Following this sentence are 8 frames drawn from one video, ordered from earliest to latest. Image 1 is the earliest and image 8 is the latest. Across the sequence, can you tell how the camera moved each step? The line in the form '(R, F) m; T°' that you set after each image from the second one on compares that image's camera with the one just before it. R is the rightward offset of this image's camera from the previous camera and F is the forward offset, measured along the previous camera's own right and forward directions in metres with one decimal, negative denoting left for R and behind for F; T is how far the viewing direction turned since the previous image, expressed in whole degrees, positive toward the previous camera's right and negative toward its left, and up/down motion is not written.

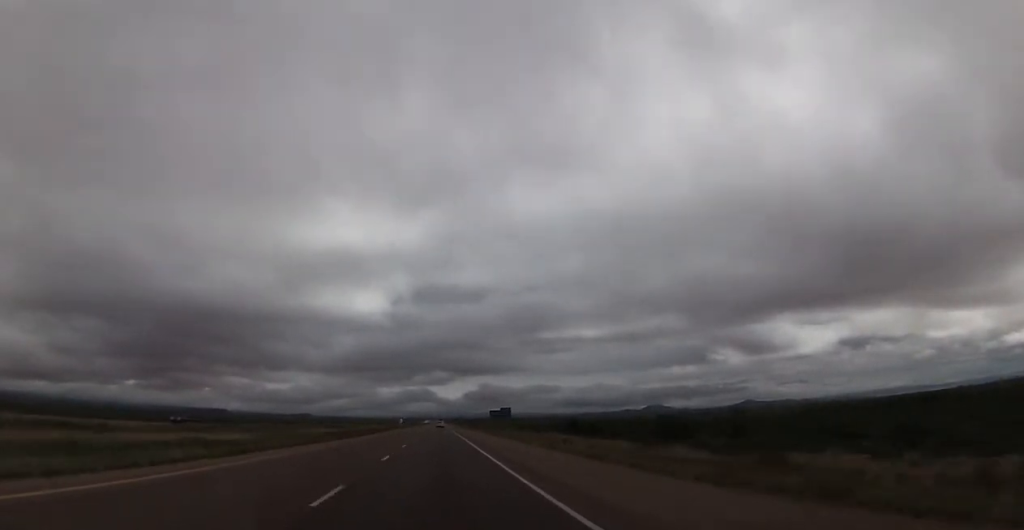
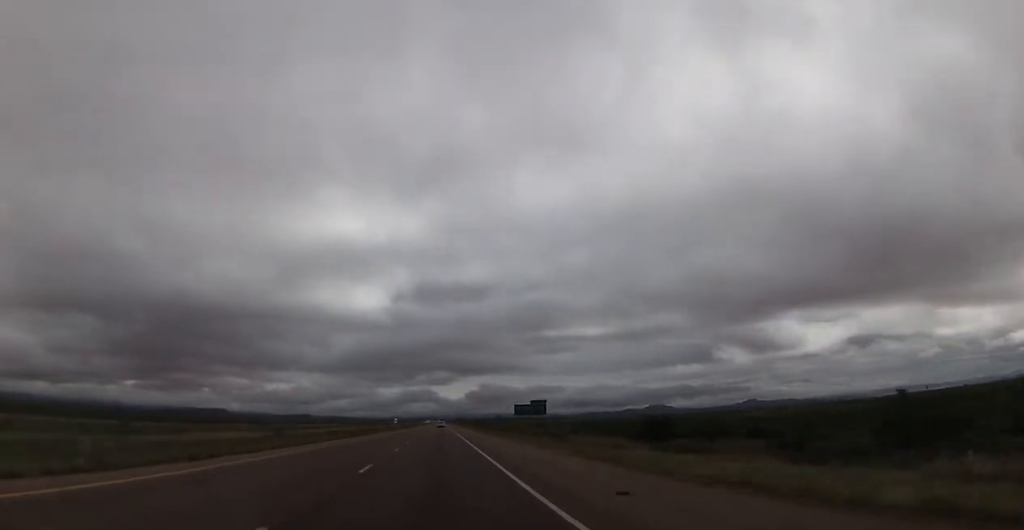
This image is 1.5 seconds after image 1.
(+0.4, +54.1) m; +1°
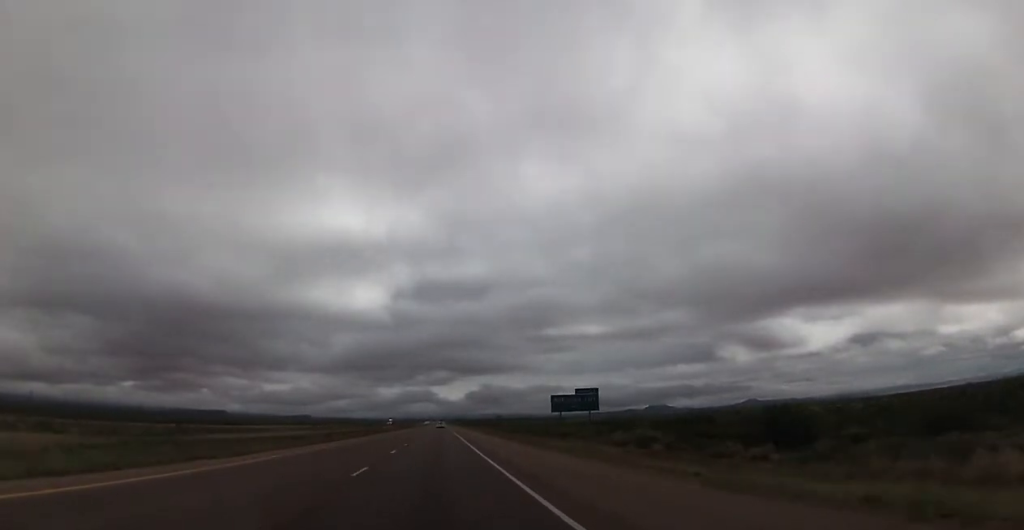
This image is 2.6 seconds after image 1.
(+0.1, +37.6) m; -1°
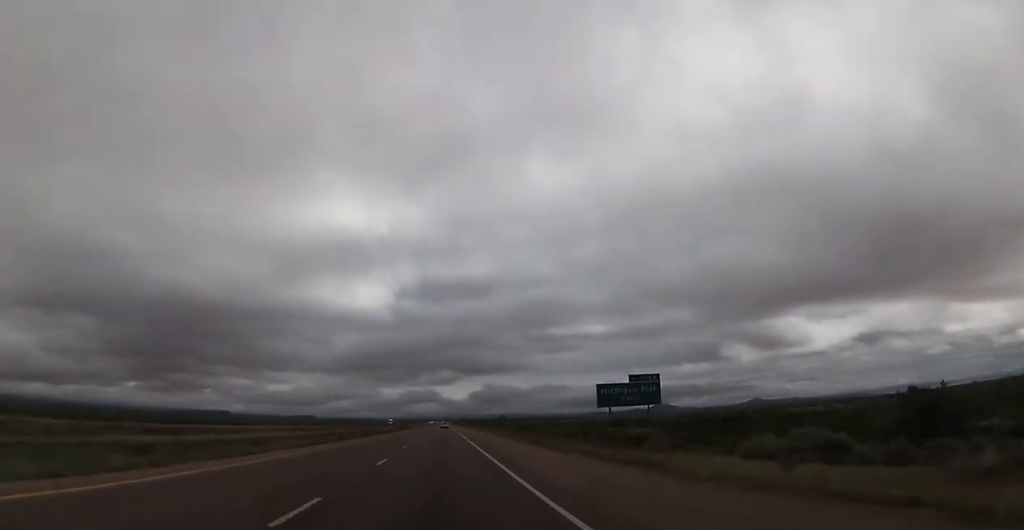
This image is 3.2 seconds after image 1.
(0.0, +20.0) m; -1°
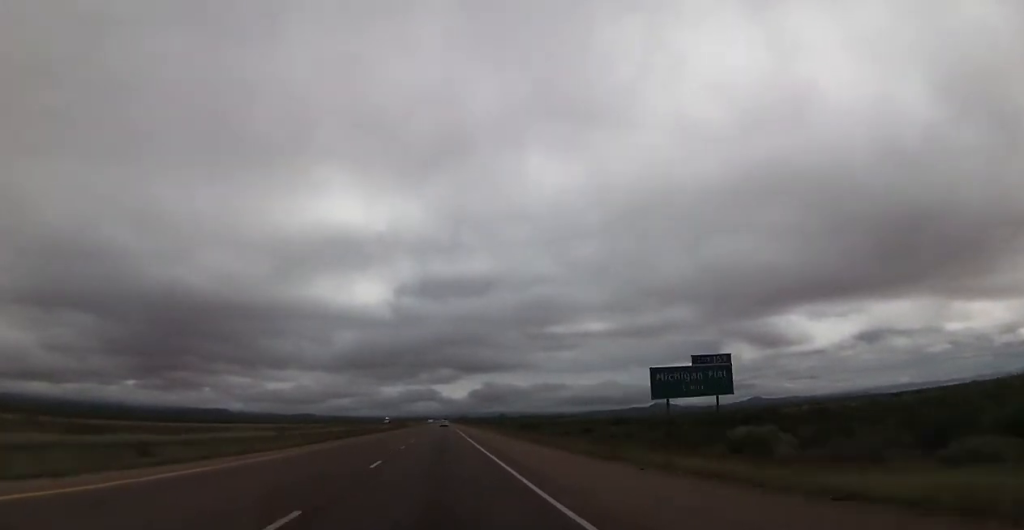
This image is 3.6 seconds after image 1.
(-0.2, +14.0) m; 0°
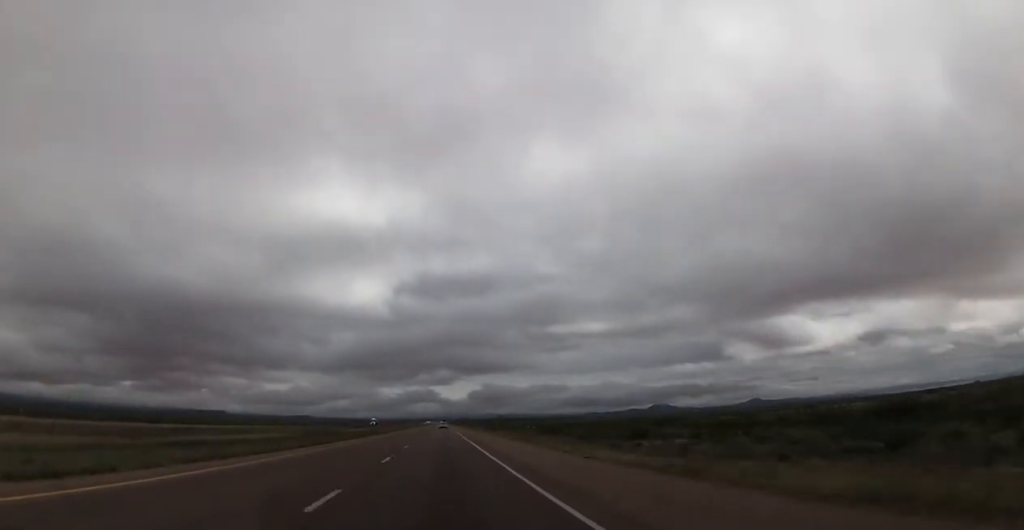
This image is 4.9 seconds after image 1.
(+0.5, +45.3) m; +1°
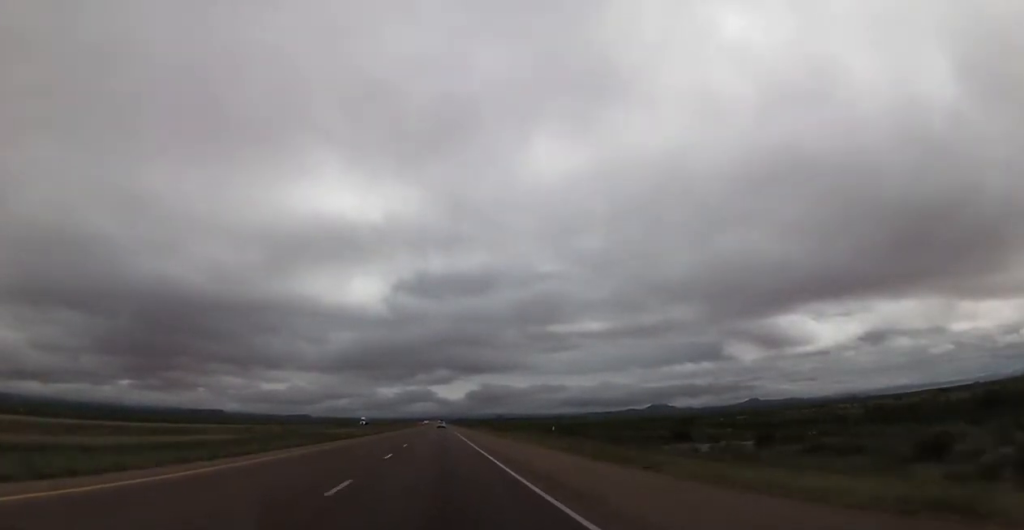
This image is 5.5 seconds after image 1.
(+0.1, +22.0) m; 0°
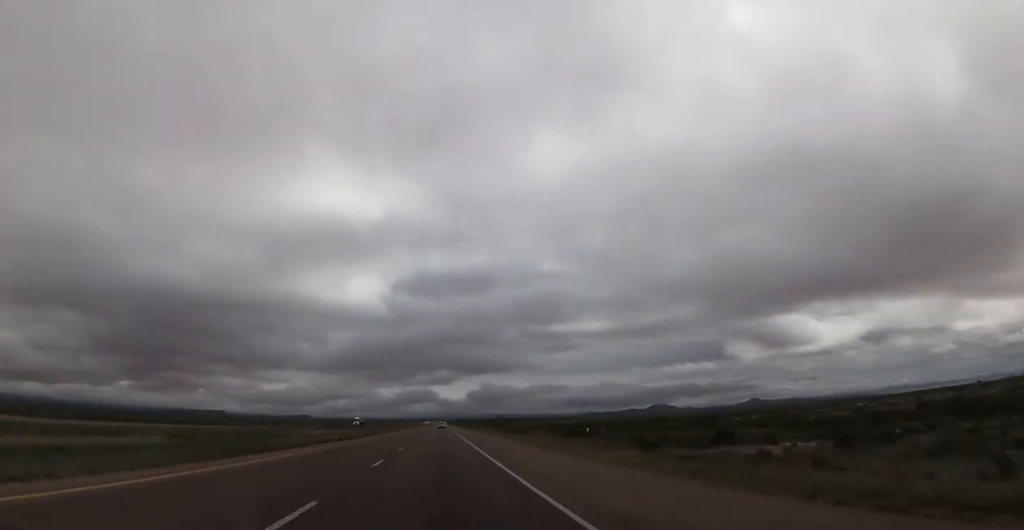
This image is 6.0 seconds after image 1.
(-0.2, +16.2) m; 0°
